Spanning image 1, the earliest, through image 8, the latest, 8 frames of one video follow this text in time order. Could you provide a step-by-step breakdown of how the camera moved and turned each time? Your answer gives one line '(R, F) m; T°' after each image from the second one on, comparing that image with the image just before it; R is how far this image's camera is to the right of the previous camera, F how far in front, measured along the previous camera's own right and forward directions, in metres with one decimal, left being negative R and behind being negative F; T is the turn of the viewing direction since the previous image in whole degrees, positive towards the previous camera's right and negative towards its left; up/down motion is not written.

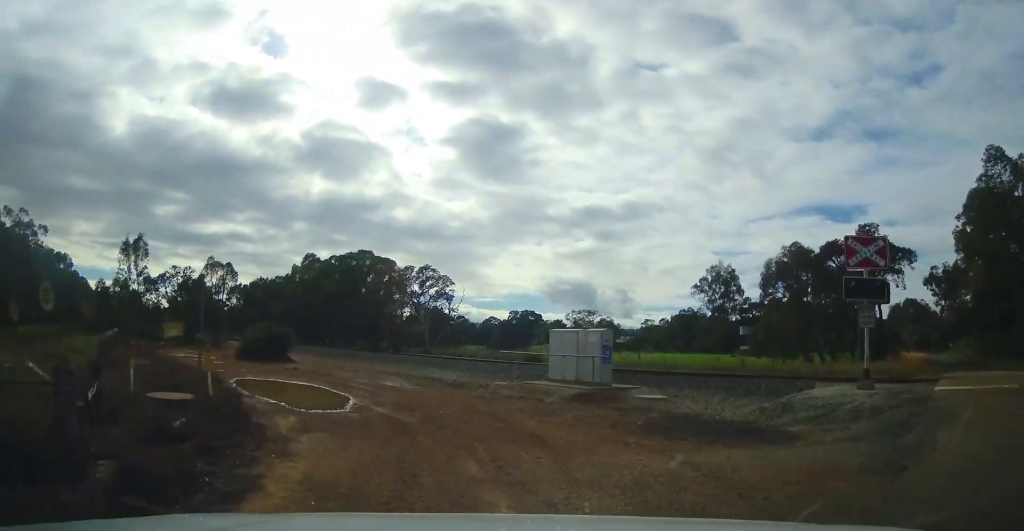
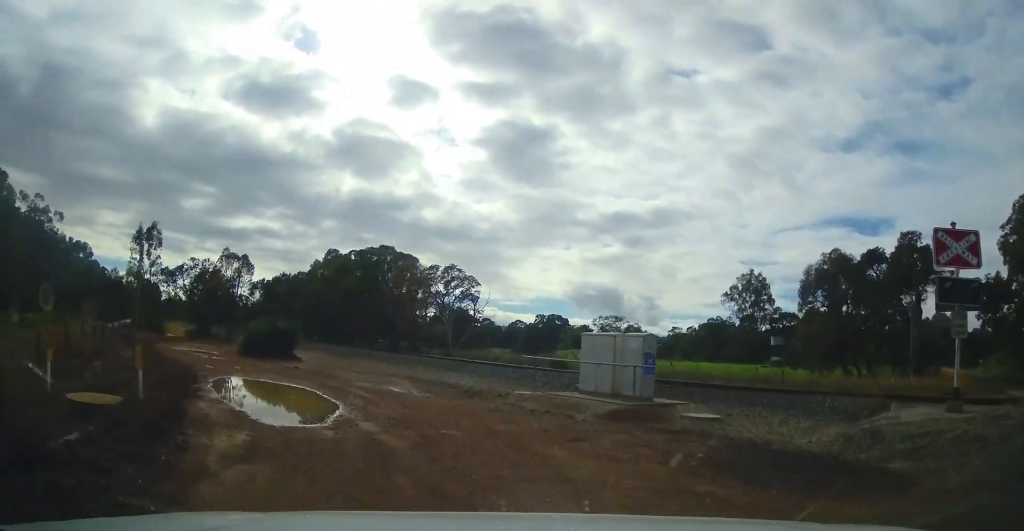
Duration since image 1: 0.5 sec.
(-0.5, +2.9) m; -6°
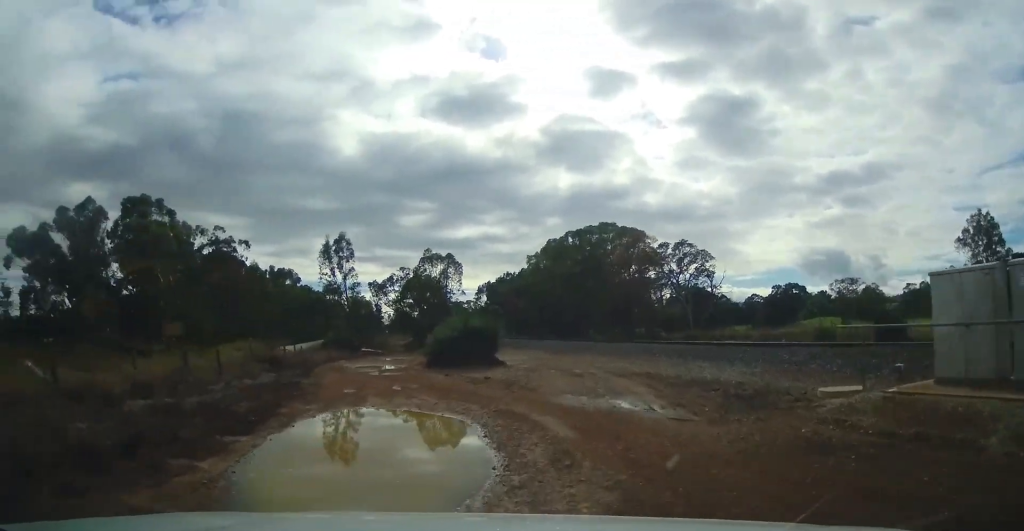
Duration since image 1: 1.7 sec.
(-1.0, +7.4) m; -18°
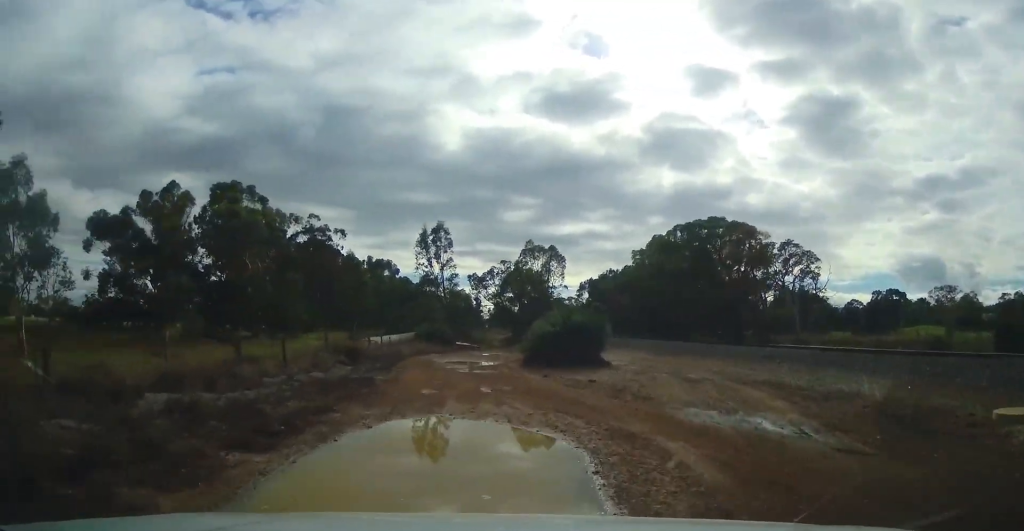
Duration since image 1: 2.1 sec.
(+0.1, +2.5) m; -6°
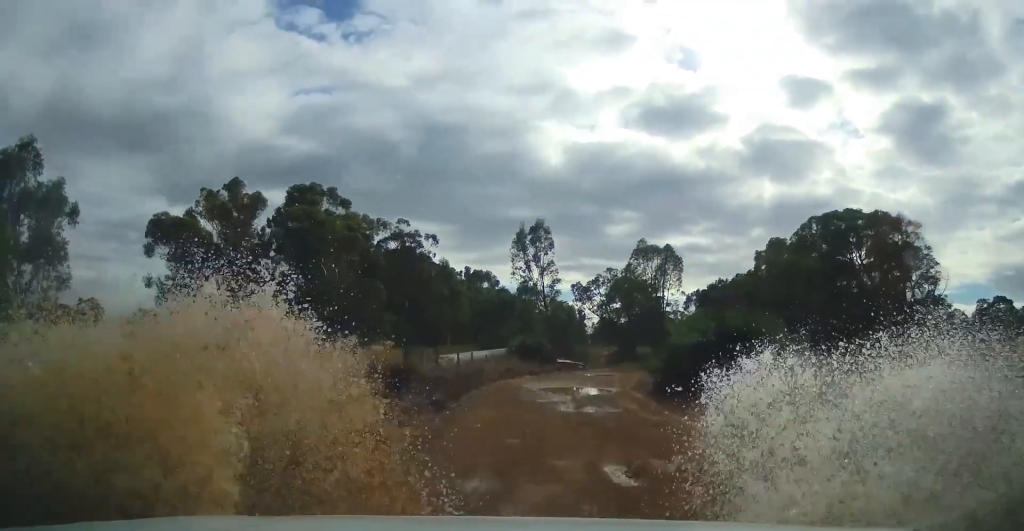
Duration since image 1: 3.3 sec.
(-1.7, +7.8) m; -14°
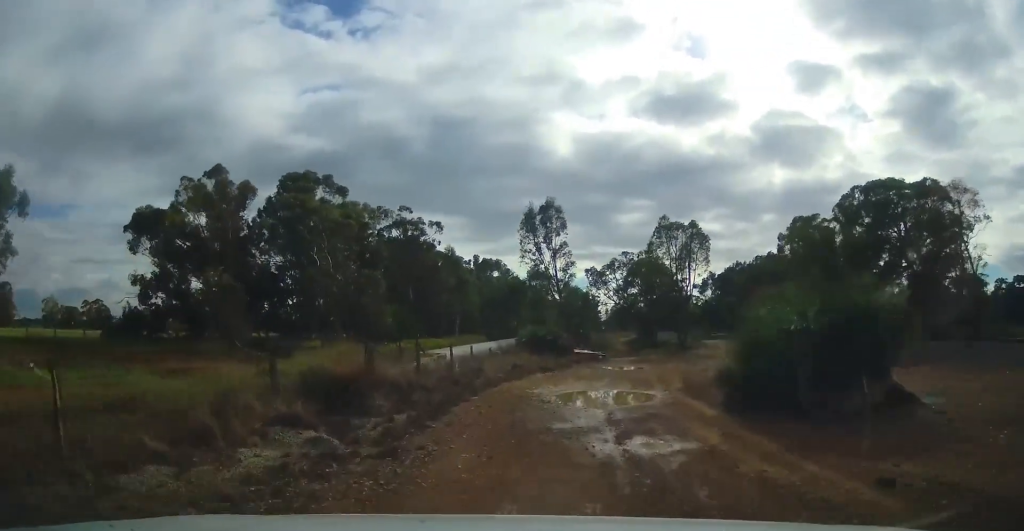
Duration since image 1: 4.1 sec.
(-0.3, +5.5) m; 0°
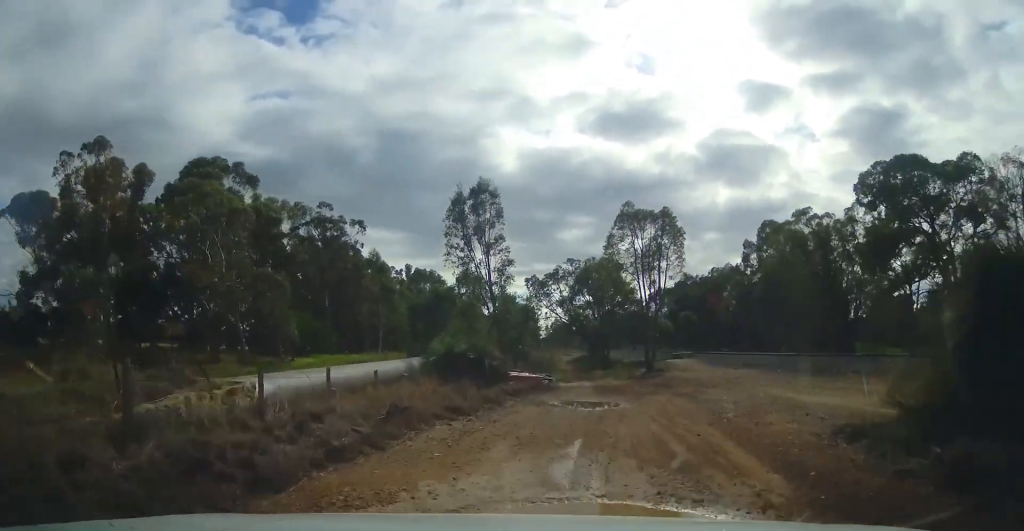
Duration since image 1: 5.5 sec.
(+0.5, +10.5) m; +6°
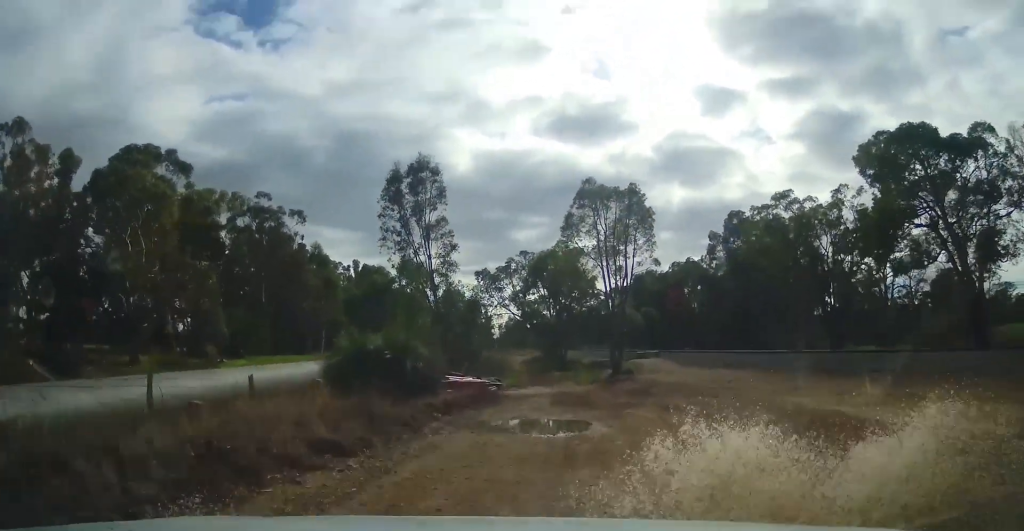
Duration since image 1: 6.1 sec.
(0.0, +5.1) m; +4°
